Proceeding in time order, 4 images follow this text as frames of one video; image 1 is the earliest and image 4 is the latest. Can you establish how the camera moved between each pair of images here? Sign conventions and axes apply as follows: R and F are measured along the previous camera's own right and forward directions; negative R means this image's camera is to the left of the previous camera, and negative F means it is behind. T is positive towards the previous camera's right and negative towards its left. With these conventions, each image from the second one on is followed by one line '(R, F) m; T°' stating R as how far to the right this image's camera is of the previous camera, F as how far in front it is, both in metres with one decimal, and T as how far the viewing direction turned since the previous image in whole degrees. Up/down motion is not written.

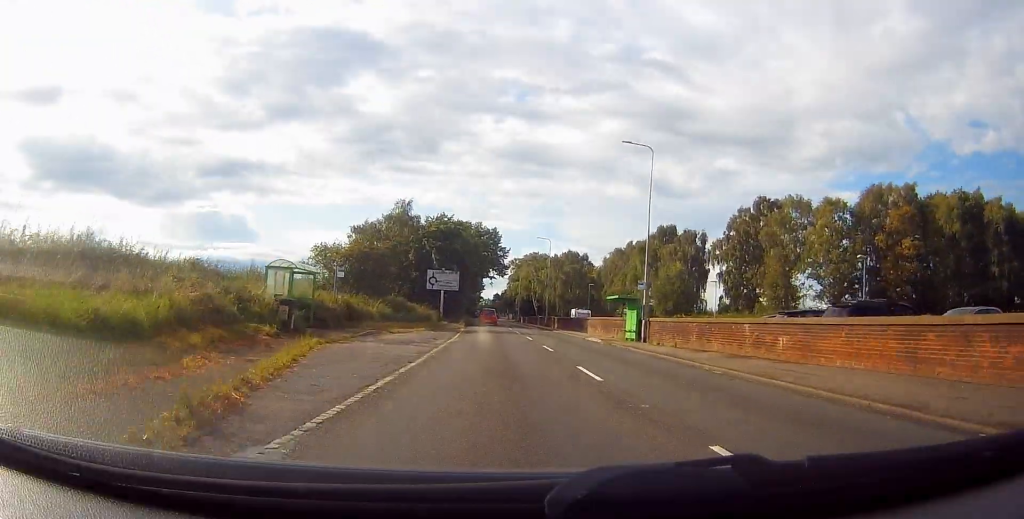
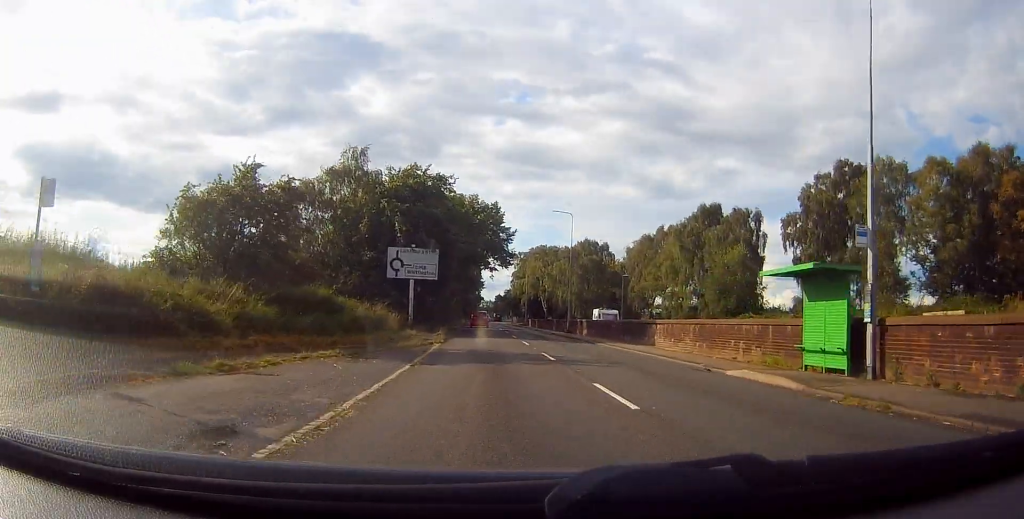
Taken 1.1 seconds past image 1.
(+0.2, +21.0) m; 0°
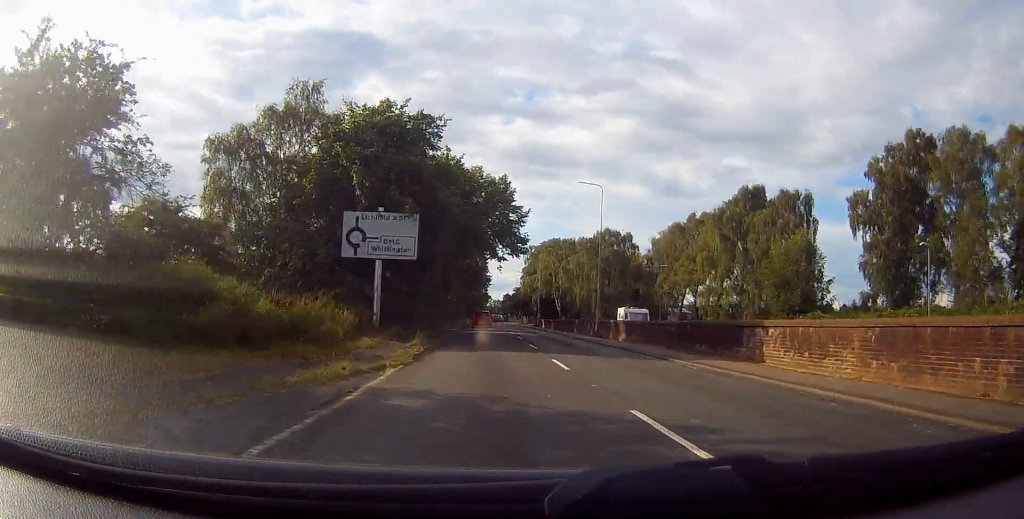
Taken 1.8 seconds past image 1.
(-0.1, +11.7) m; -1°
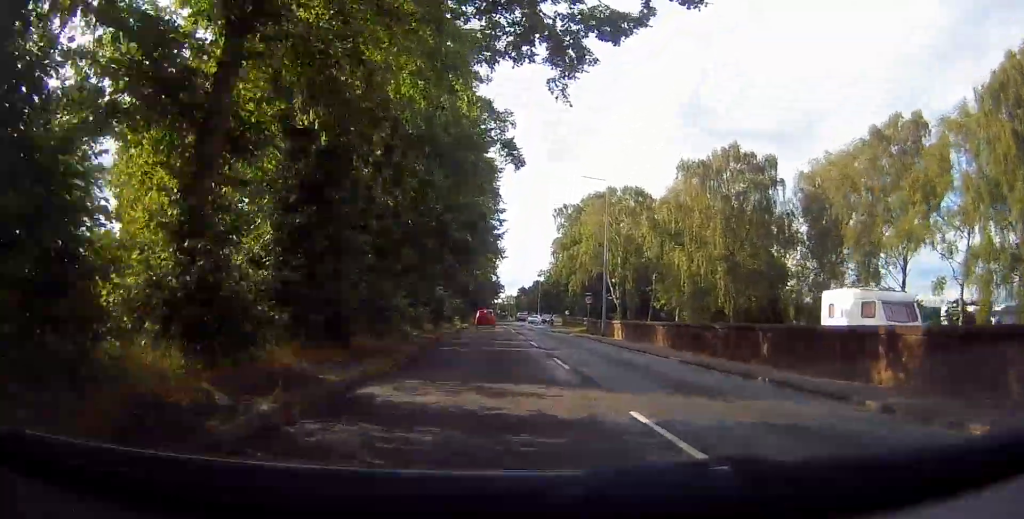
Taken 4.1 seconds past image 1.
(-0.3, +44.0) m; -1°
